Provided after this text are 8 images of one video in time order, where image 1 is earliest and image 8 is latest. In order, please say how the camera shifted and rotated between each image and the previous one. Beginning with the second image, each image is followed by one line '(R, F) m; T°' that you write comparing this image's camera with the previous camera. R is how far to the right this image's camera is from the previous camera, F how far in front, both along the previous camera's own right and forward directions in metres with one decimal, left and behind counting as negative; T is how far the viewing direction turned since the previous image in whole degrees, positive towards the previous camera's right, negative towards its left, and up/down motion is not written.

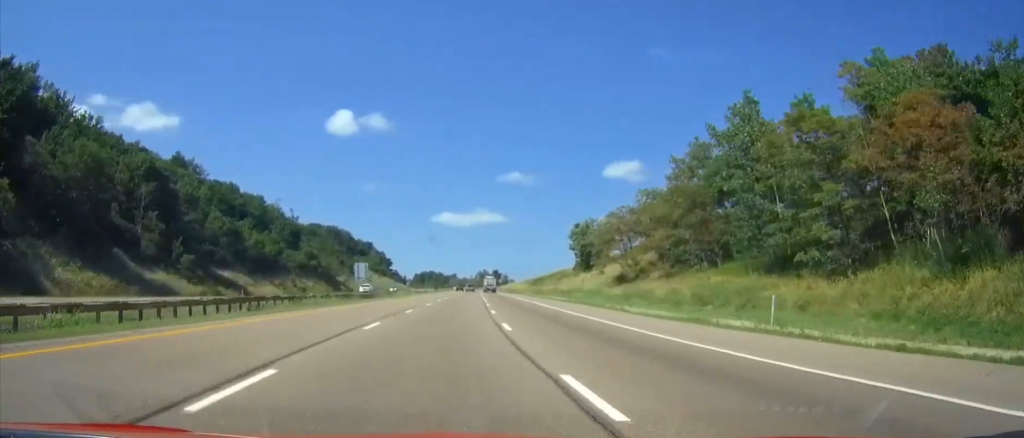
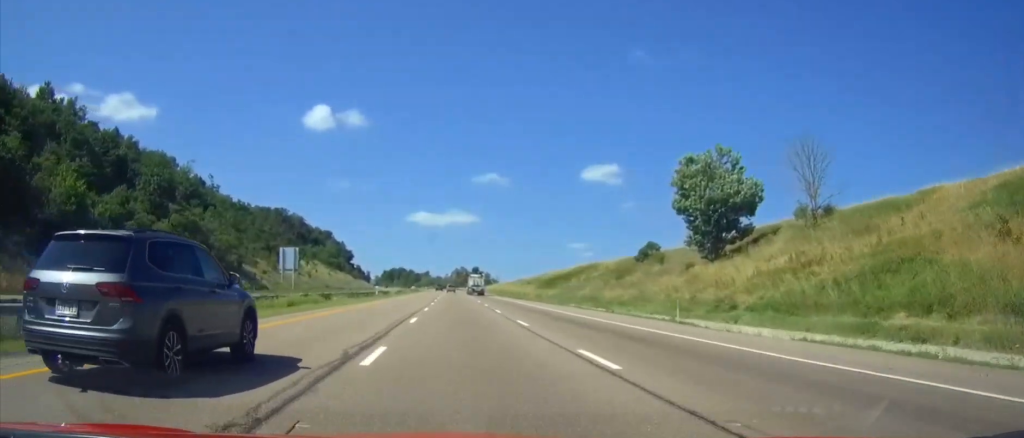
(0.0, +69.5) m; 0°
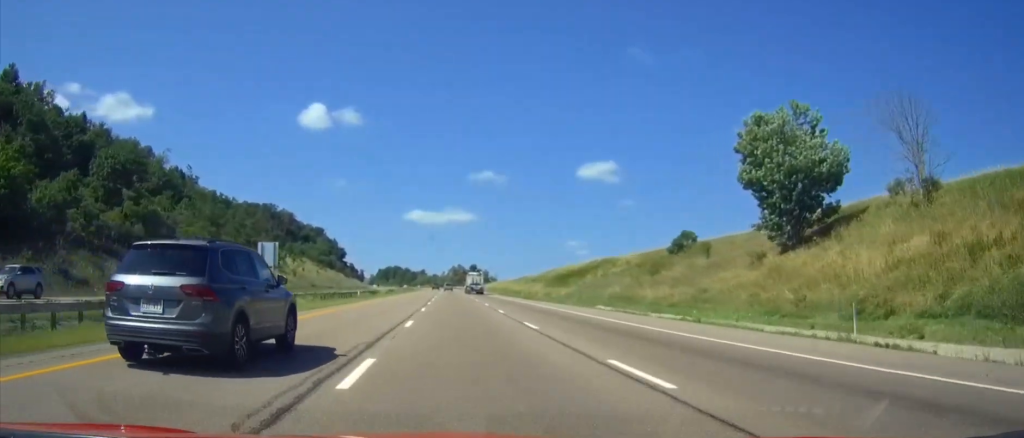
(0.0, +14.8) m; 0°
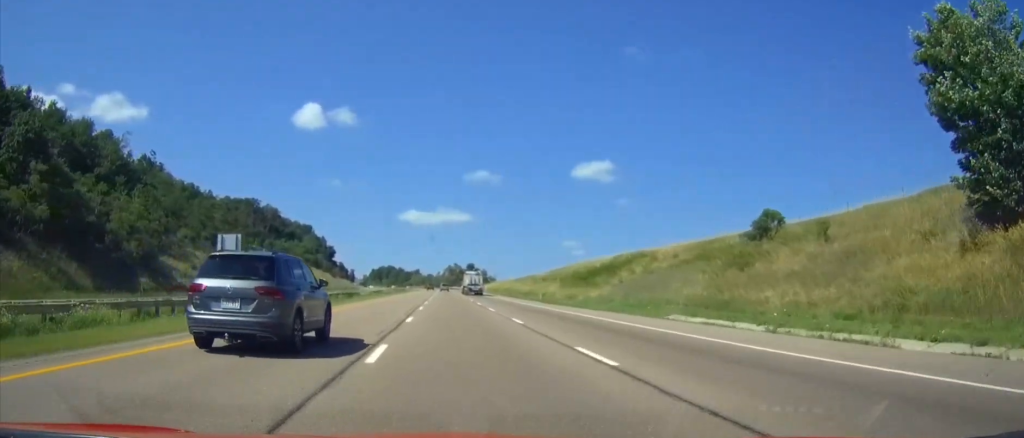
(0.0, +21.6) m; 0°
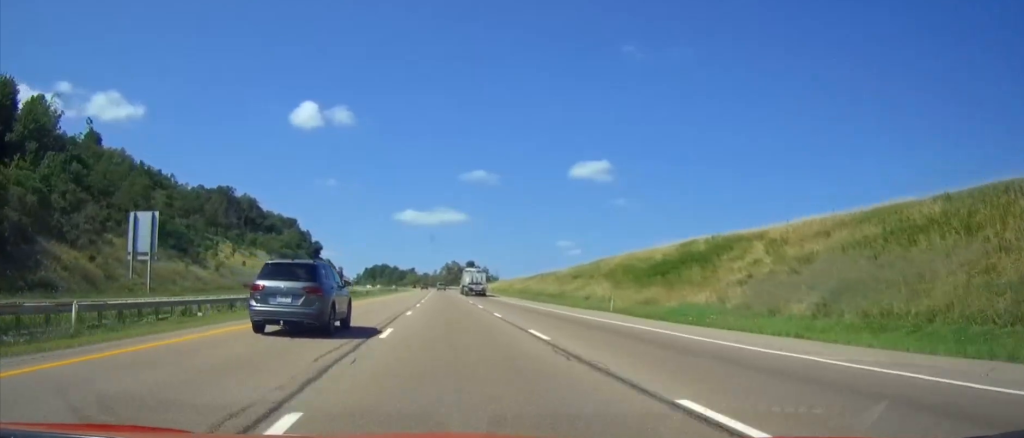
(0.0, +31.9) m; 0°
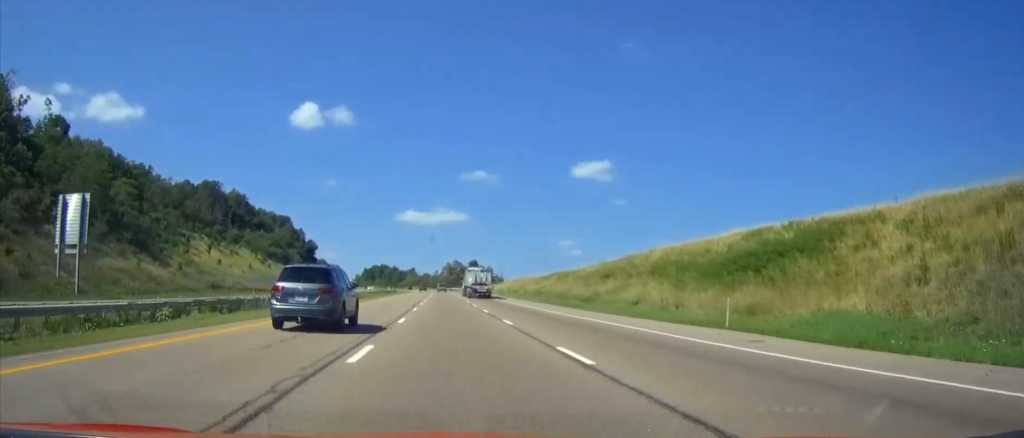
(0.0, +17.1) m; 0°
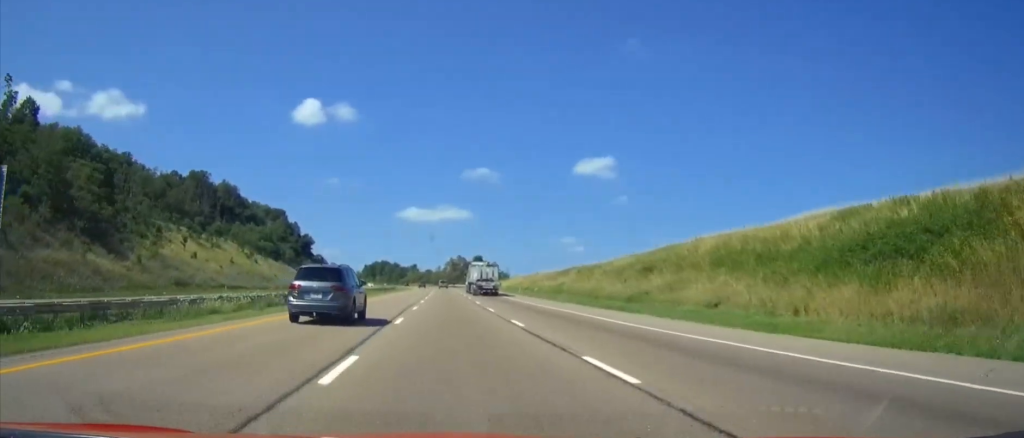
(0.0, +14.8) m; 0°
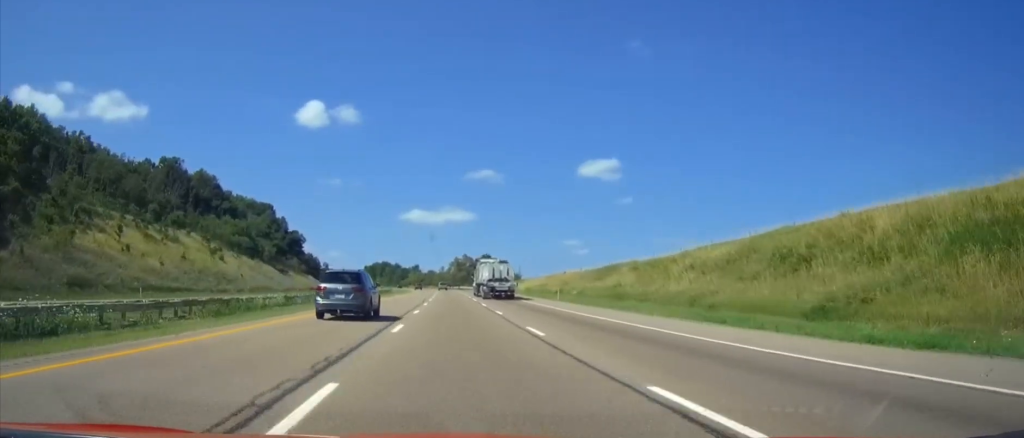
(0.0, +27.3) m; 0°
